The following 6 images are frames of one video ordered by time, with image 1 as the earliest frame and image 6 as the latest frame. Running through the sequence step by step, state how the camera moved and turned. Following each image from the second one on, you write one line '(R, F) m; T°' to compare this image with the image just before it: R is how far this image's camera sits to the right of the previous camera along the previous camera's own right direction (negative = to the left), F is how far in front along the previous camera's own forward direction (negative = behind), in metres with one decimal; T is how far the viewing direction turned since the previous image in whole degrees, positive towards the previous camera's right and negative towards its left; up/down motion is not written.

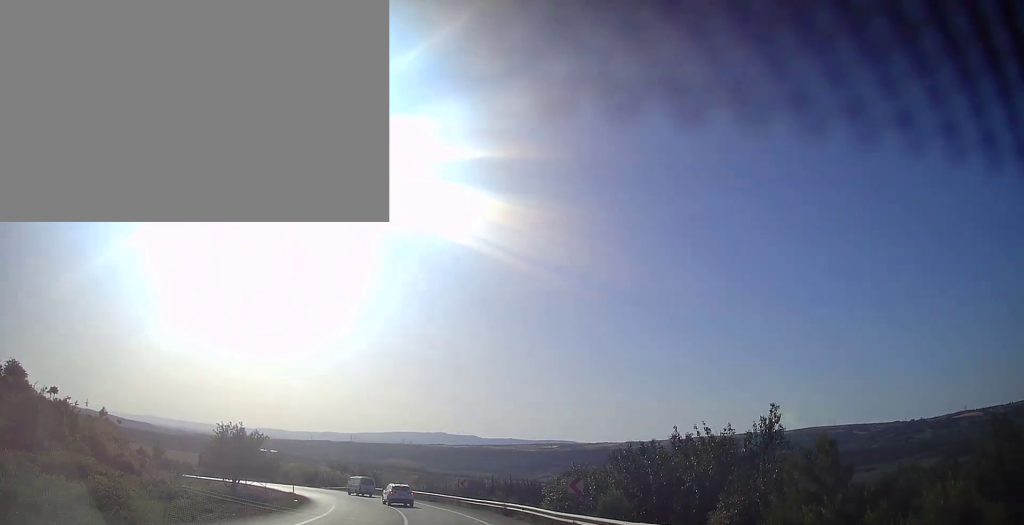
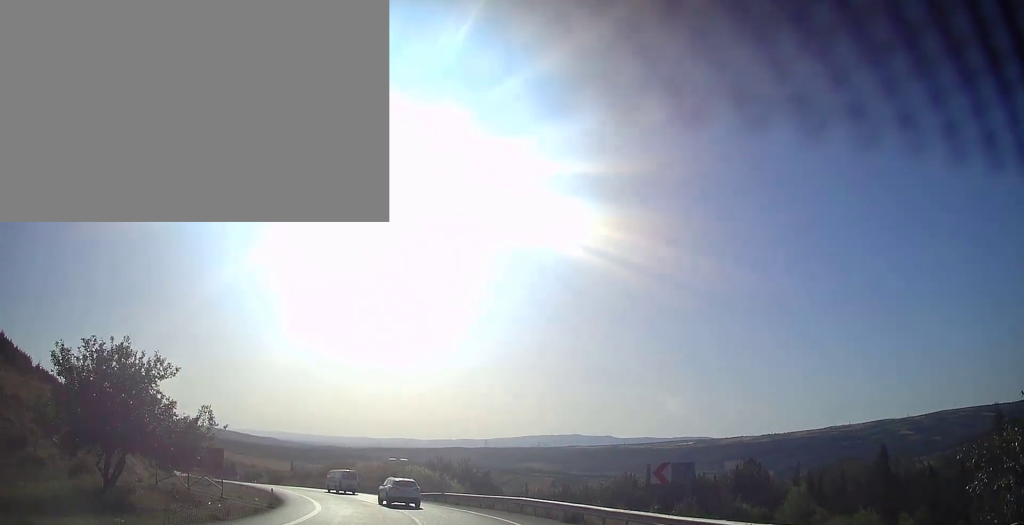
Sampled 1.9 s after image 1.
(-3.7, +31.2) m; -14°
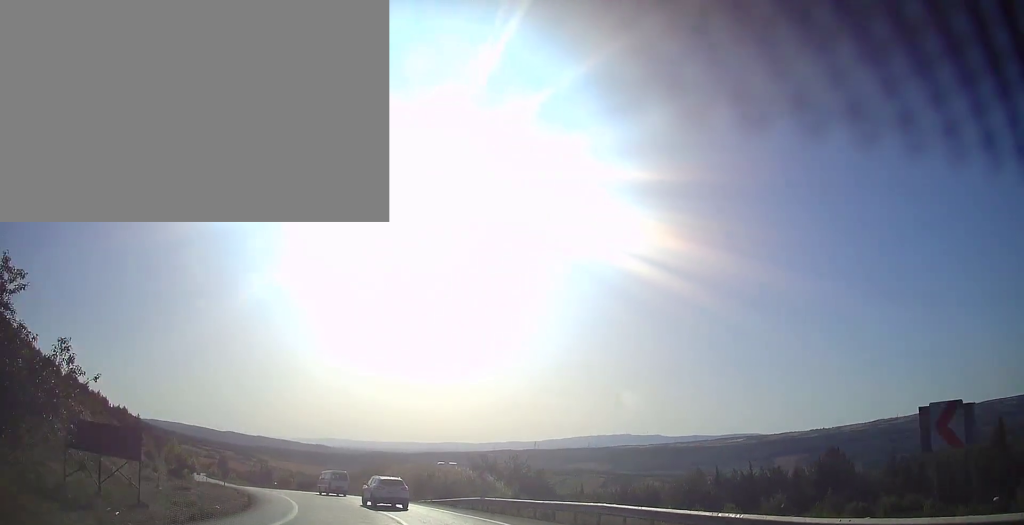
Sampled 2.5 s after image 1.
(-0.3, +10.6) m; -4°
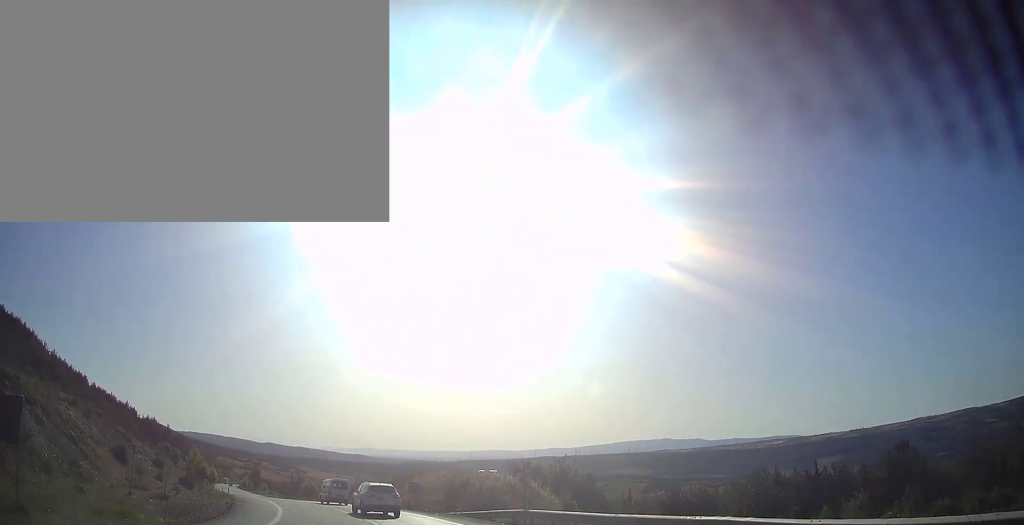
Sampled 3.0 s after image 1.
(-0.4, +8.0) m; -4°
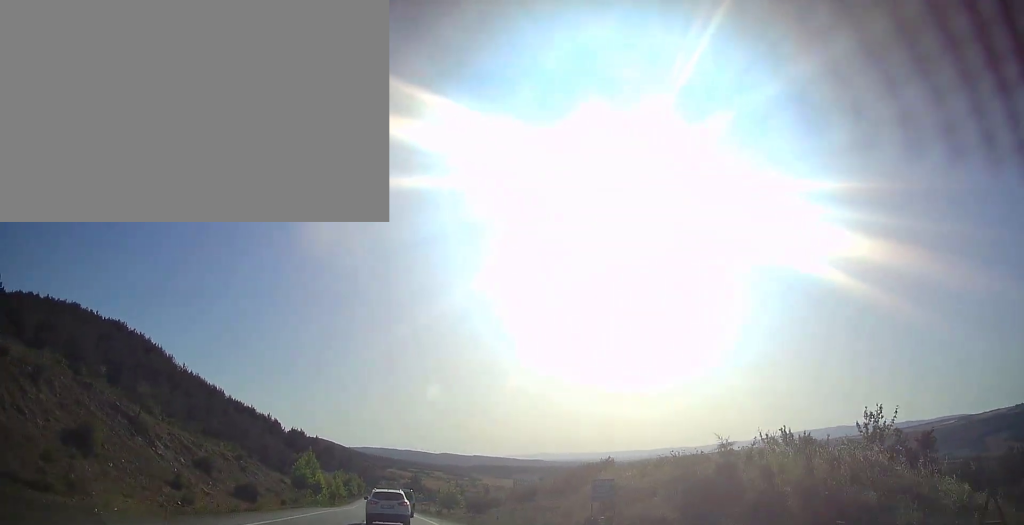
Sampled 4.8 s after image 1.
(-3.6, +27.6) m; -15°
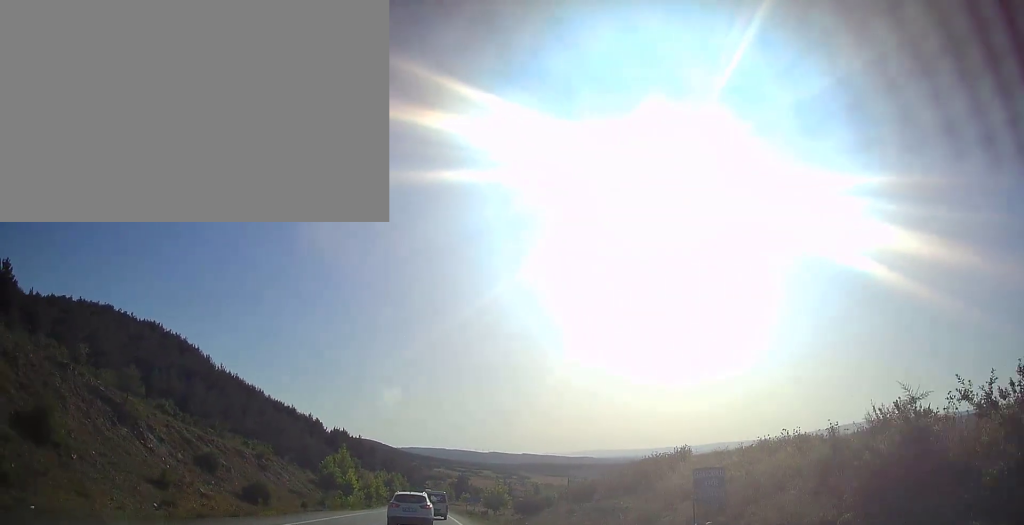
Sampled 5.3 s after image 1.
(-0.2, +7.3) m; -4°
